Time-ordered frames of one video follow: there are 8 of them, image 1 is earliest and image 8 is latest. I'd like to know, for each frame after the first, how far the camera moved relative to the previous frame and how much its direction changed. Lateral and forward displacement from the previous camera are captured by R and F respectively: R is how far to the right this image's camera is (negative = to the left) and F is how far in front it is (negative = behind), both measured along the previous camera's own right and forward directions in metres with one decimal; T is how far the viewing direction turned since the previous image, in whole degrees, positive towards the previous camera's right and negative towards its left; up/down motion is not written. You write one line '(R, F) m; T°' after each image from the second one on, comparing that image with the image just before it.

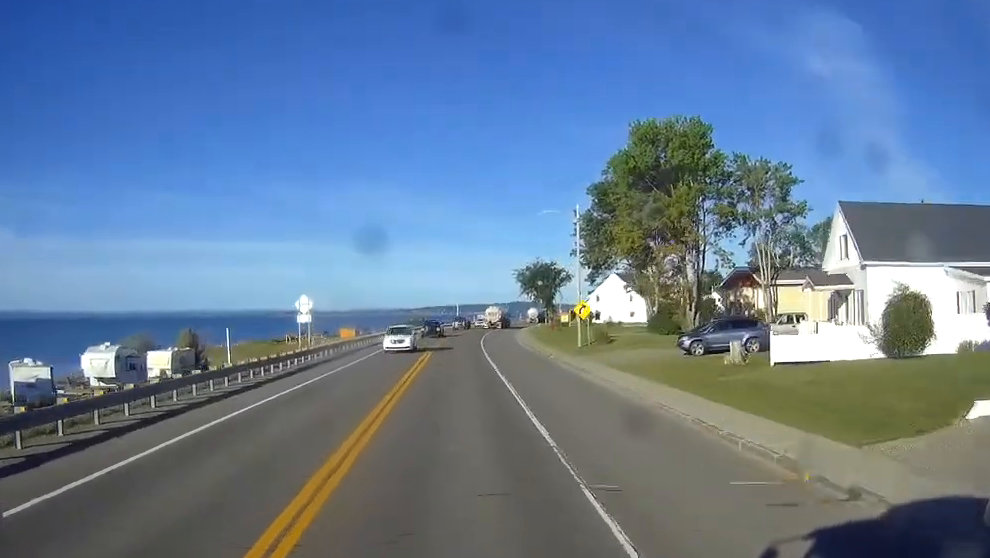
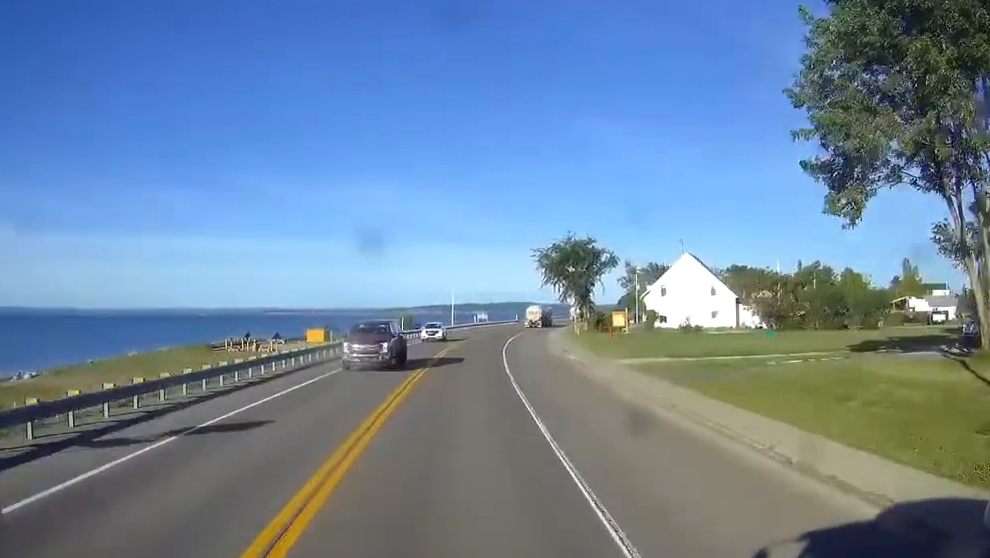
(-0.3, +44.9) m; 0°
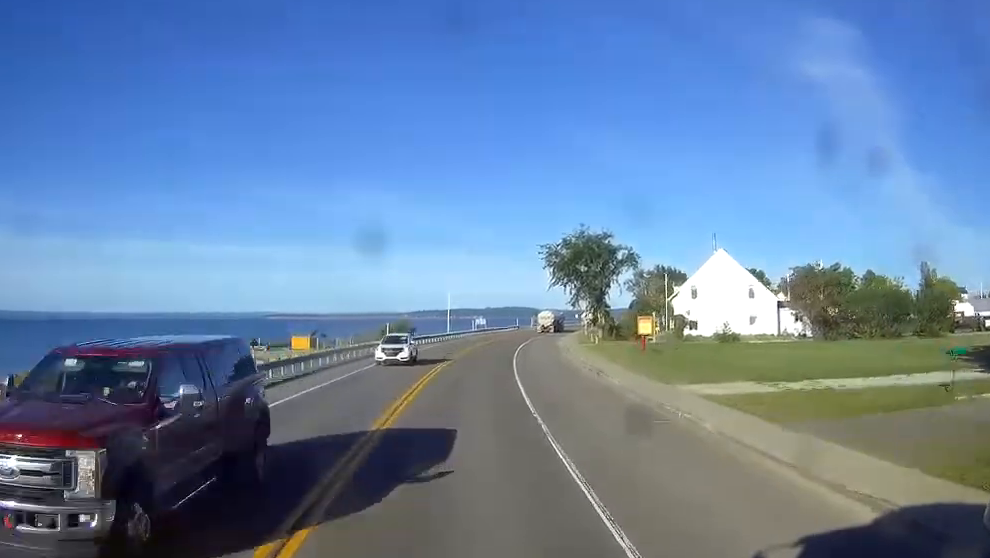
(+0.1, +13.0) m; 0°
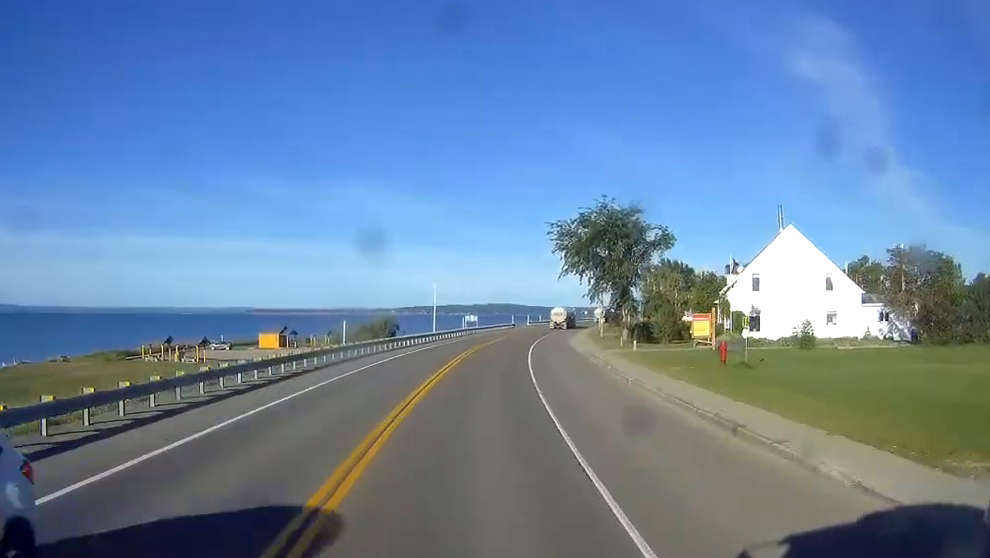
(-0.1, +19.1) m; 0°
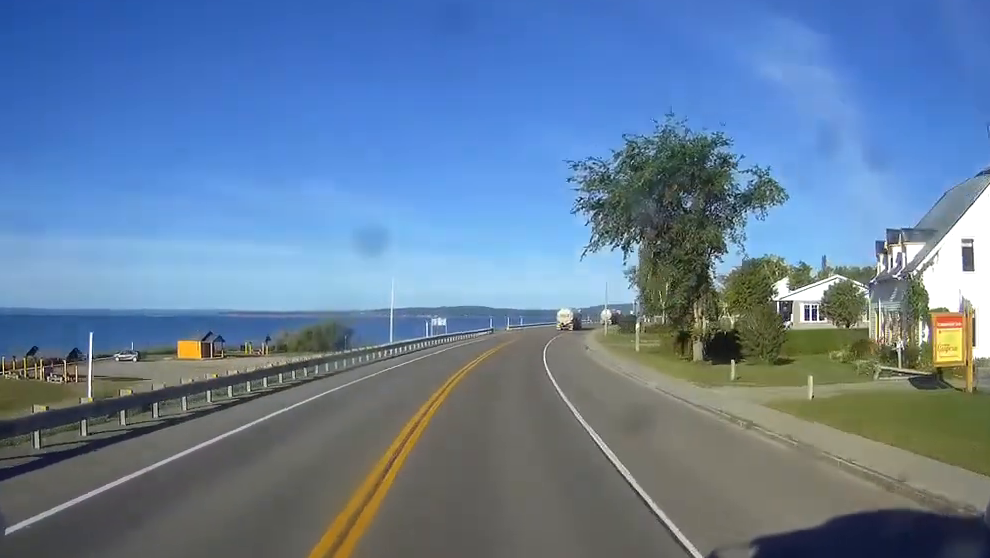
(+0.4, +29.8) m; +2°
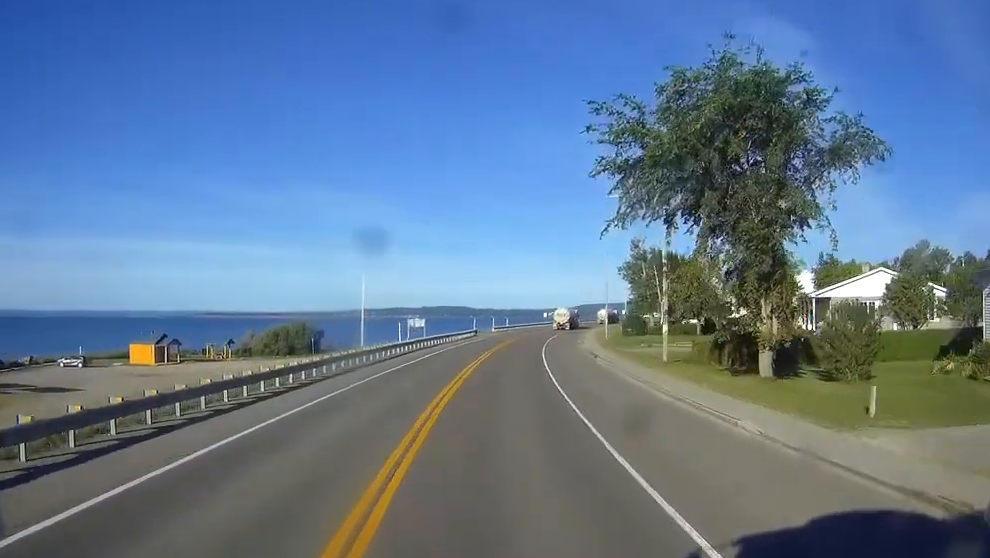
(+0.1, +12.2) m; +1°
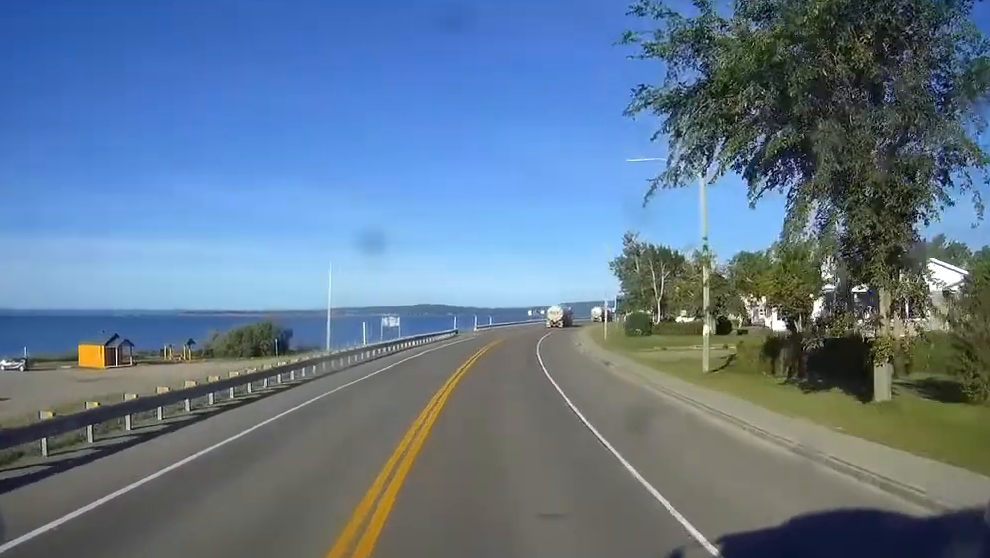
(0.0, +10.6) m; +1°
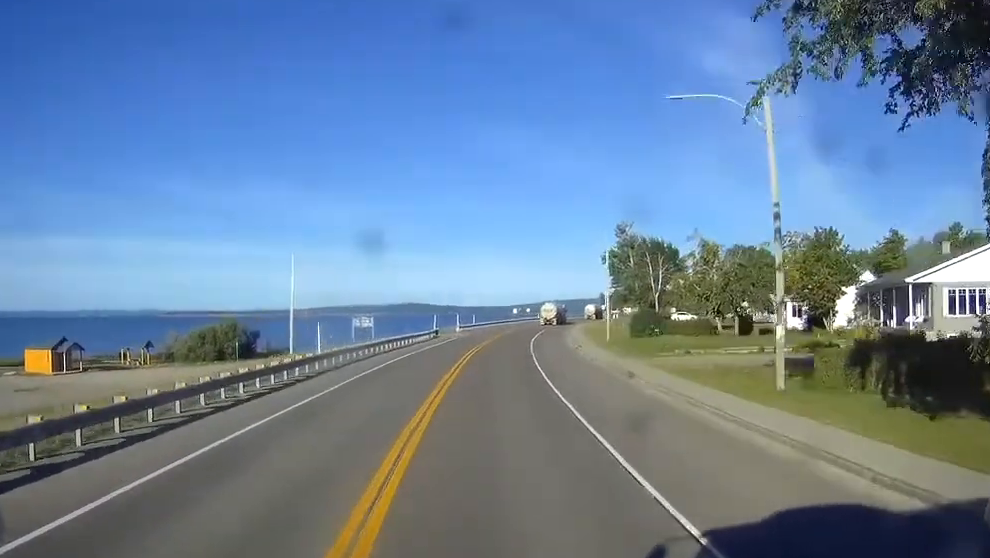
(+0.3, +9.9) m; +1°
